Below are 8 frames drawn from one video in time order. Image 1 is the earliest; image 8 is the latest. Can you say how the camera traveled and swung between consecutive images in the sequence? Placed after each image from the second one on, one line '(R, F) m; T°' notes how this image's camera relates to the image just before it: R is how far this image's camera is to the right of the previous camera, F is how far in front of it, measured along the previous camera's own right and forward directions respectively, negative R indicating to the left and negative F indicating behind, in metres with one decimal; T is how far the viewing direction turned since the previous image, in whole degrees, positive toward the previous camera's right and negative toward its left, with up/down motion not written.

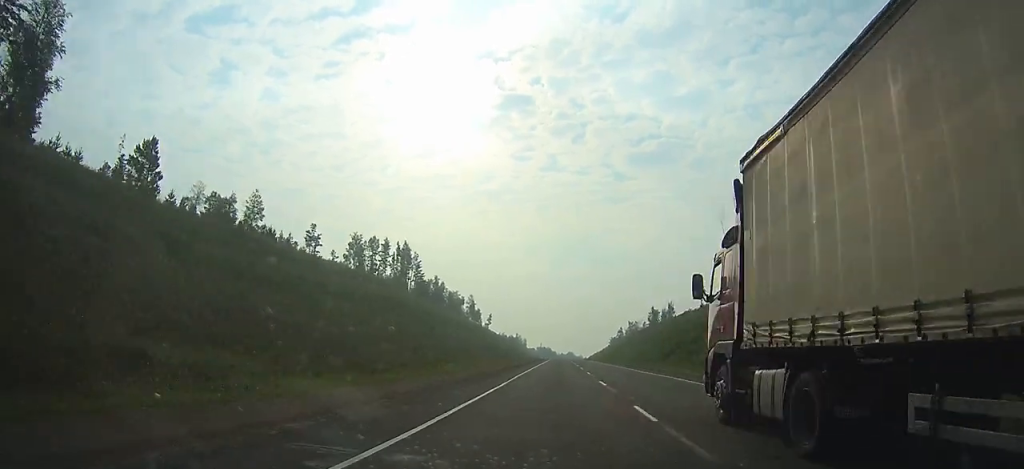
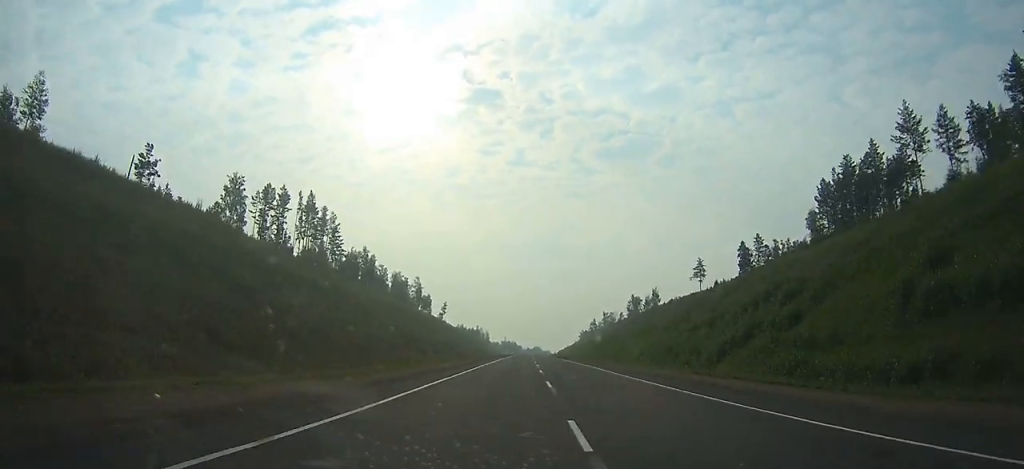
(+1.0, +49.6) m; +1°
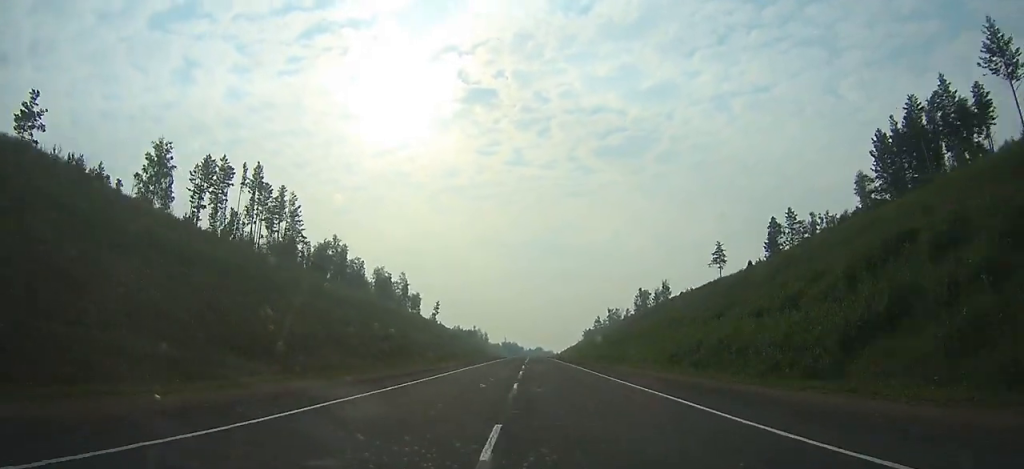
(+0.3, +23.0) m; +1°
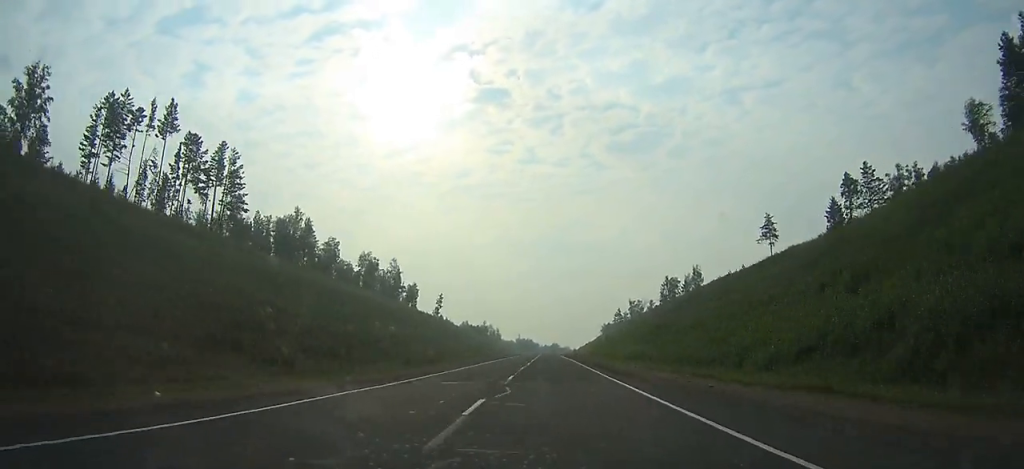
(-0.1, +31.4) m; 0°
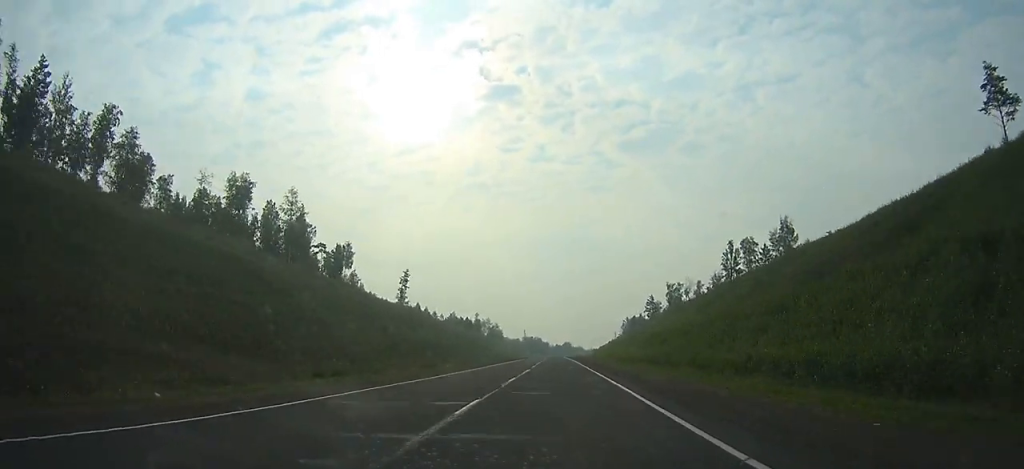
(-1.0, +83.3) m; -1°
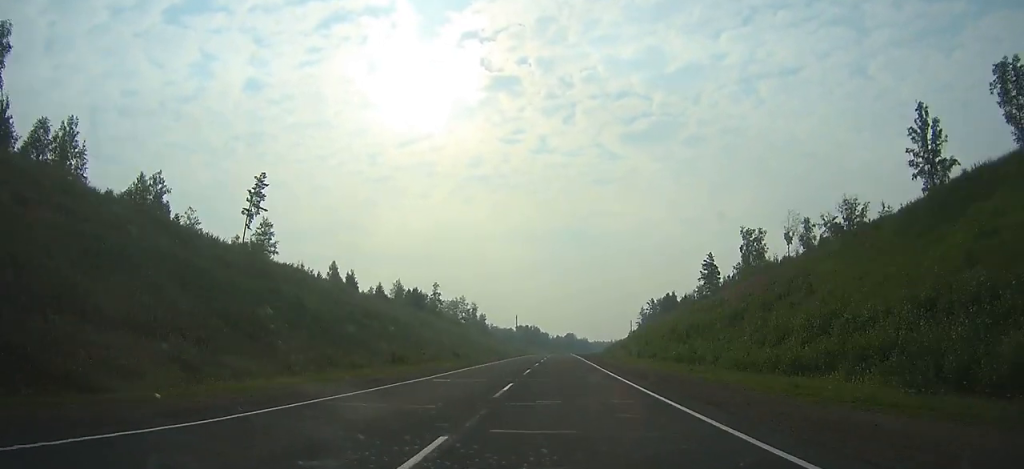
(-0.4, +97.2) m; 0°
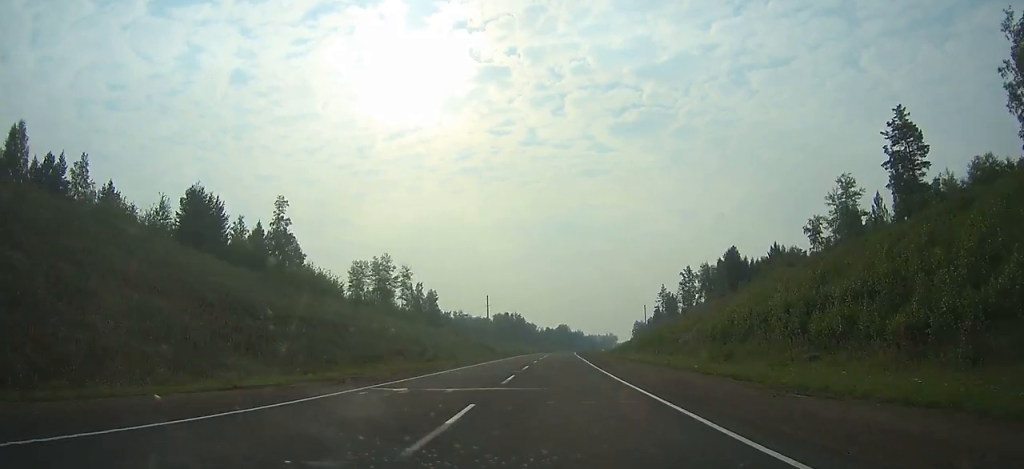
(+0.8, +96.8) m; +1°
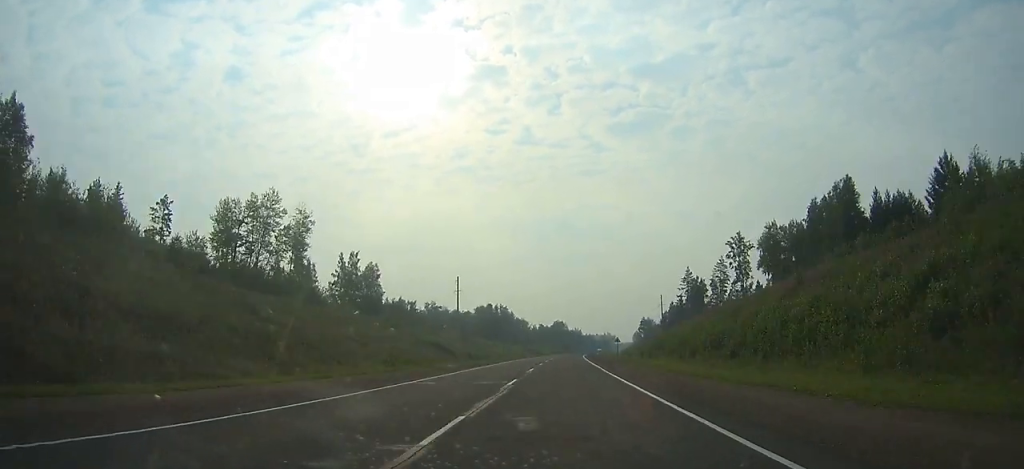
(+0.2, +60.8) m; +1°
